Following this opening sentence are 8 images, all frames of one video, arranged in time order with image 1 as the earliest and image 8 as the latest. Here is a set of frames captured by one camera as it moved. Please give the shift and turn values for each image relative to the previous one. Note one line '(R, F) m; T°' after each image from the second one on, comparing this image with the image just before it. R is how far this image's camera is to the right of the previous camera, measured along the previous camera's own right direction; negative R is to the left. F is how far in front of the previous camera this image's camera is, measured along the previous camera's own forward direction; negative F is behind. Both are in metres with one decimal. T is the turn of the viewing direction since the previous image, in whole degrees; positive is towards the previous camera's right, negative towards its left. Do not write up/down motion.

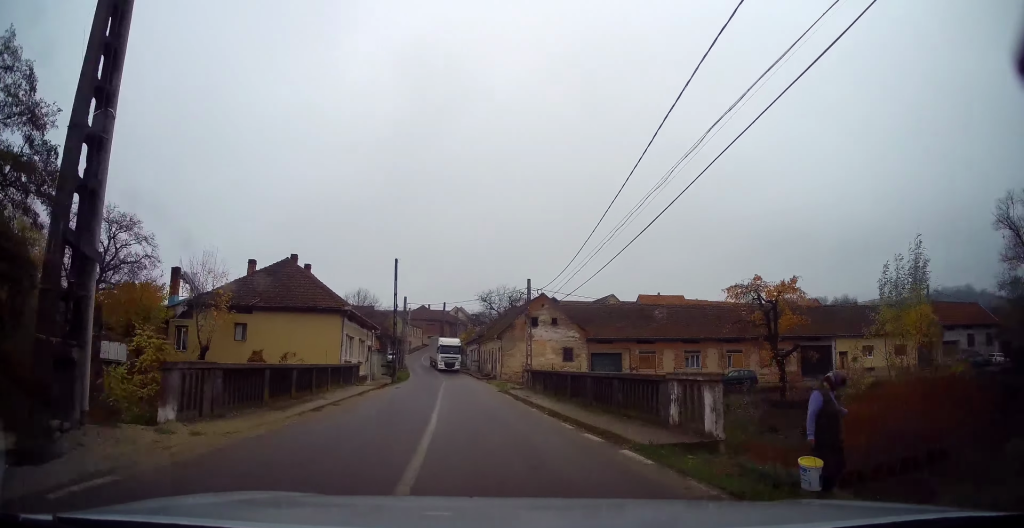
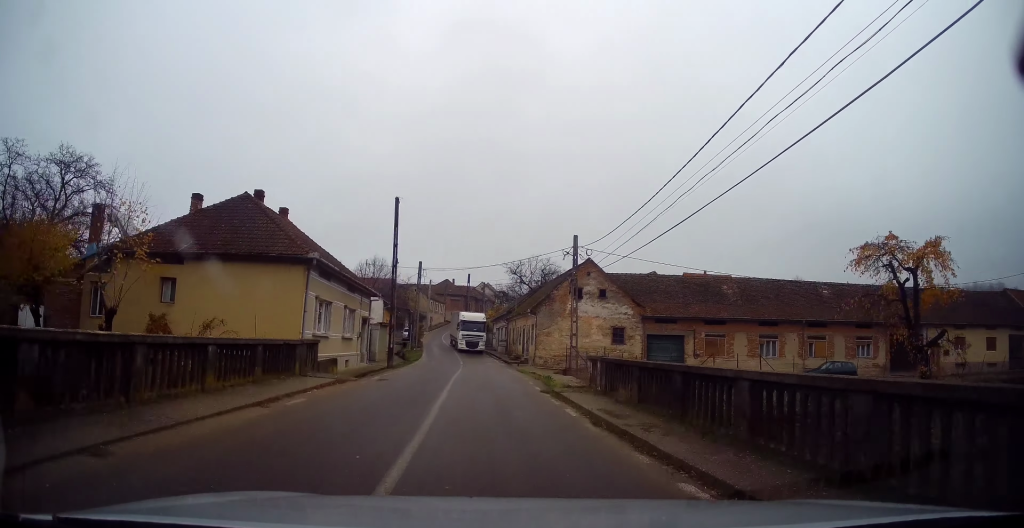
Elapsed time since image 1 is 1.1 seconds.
(-0.1, +10.3) m; -2°
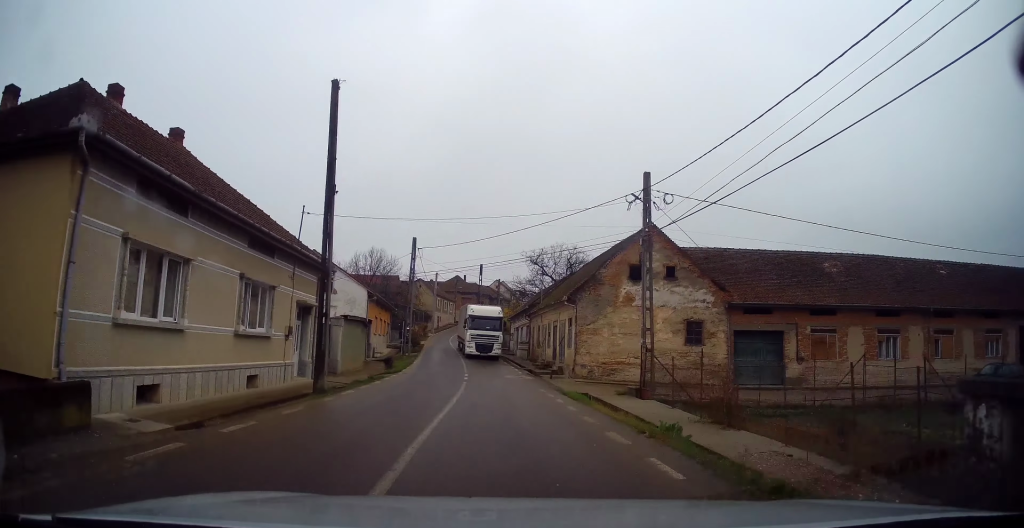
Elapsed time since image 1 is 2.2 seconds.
(-0.4, +12.2) m; -4°
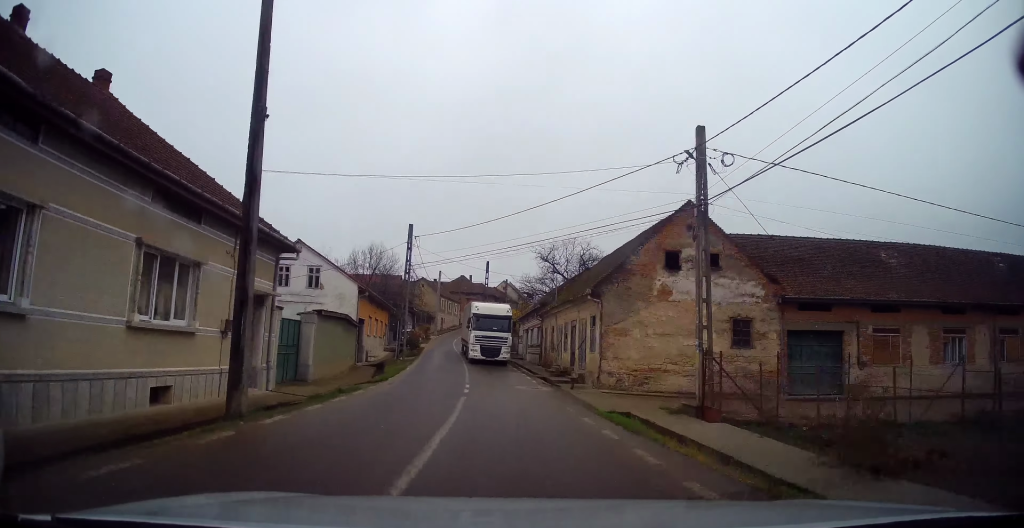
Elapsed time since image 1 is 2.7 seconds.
(-0.1, +4.6) m; -1°
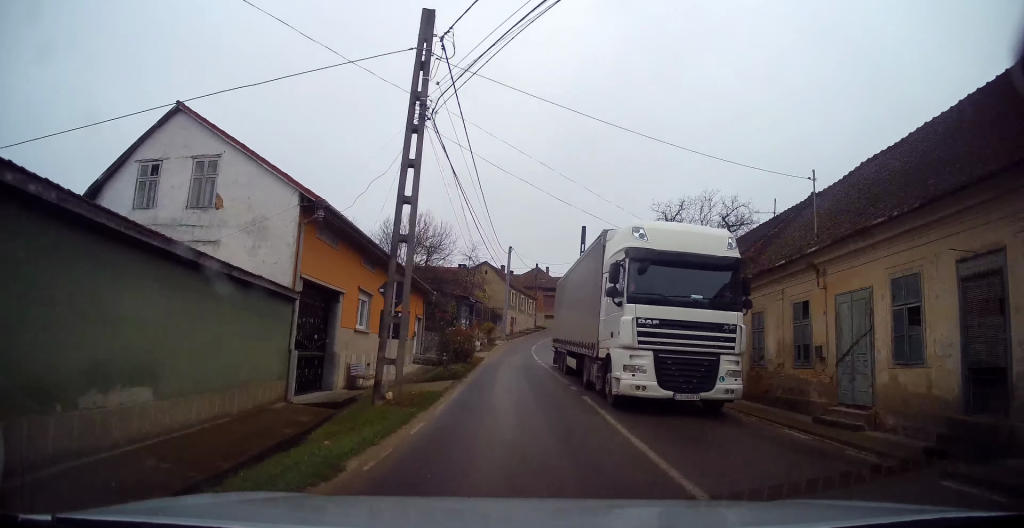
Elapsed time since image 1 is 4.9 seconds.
(-1.1, +23.0) m; -7°
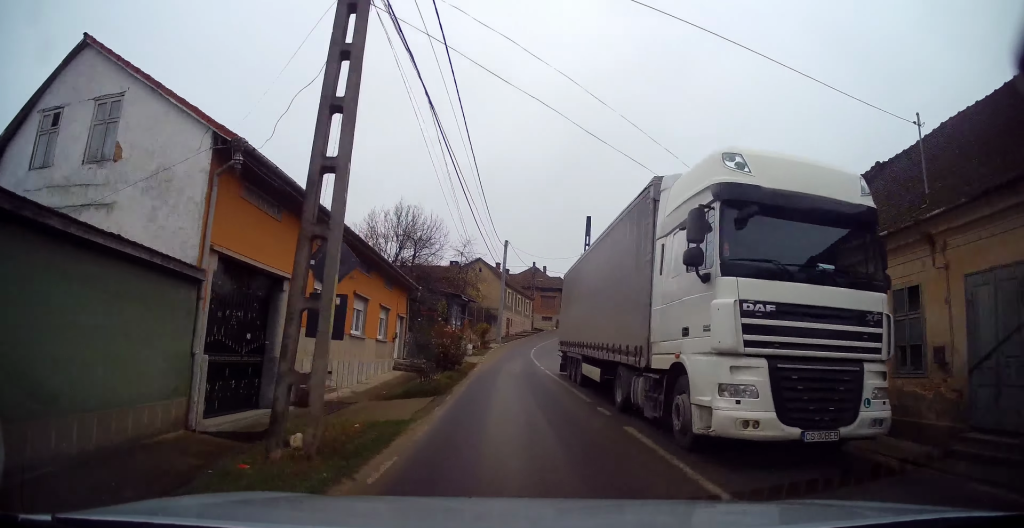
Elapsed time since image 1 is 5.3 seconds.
(-0.3, +4.7) m; 0°
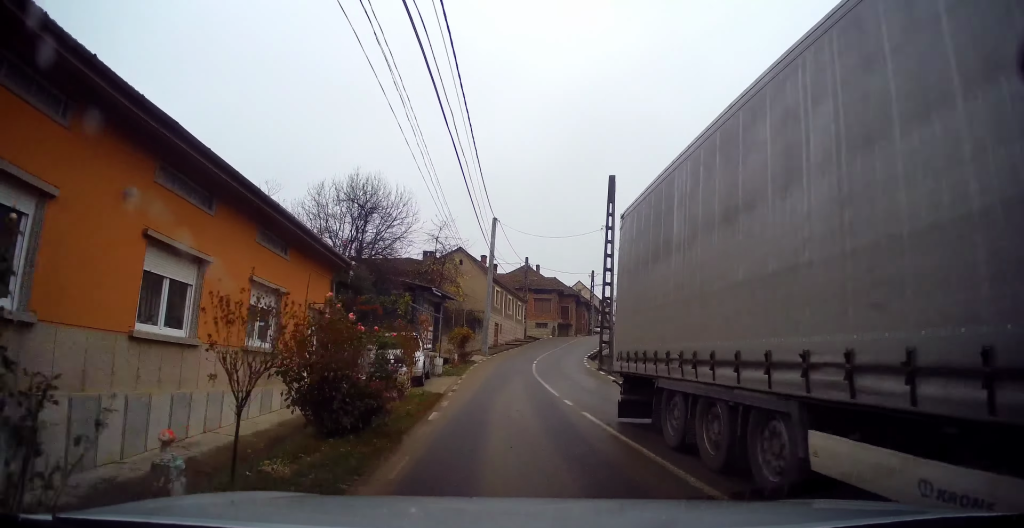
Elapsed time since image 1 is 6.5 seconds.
(+0.3, +12.3) m; +5°
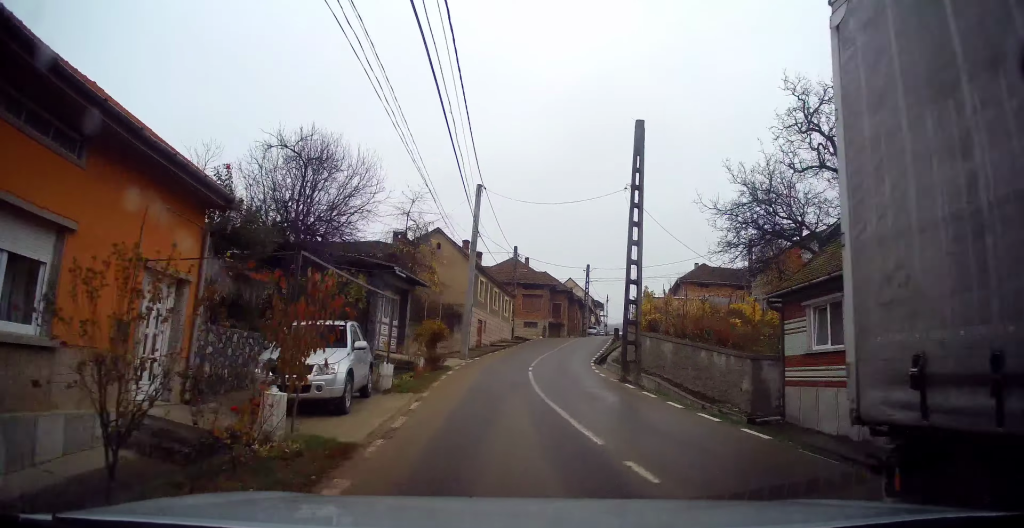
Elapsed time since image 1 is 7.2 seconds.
(+0.3, +7.4) m; +3°
